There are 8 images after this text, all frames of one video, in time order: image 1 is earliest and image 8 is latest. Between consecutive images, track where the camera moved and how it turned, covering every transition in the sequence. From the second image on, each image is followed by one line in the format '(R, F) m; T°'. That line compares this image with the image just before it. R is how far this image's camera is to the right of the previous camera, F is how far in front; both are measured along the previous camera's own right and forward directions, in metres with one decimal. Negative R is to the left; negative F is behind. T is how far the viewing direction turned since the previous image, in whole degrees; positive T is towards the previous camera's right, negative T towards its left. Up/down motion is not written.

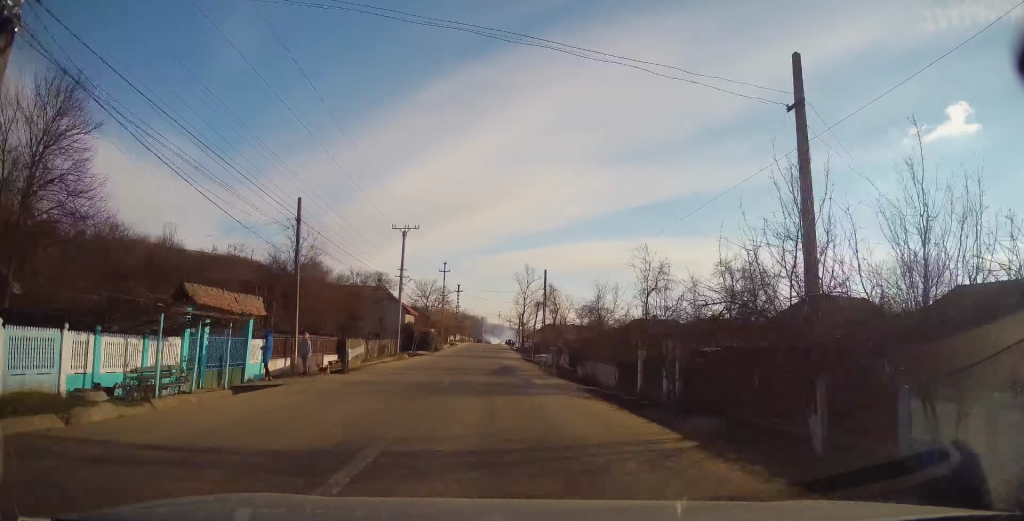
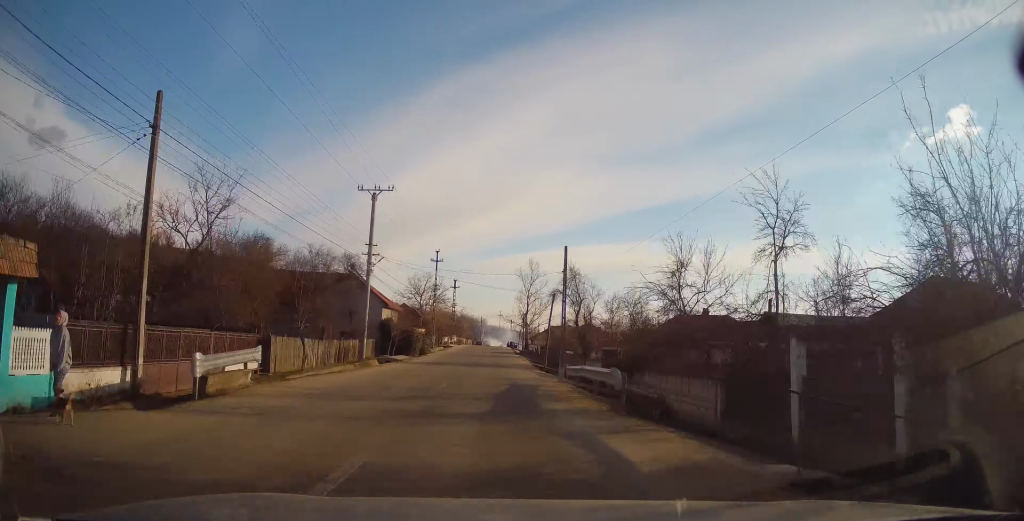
(-0.2, +12.1) m; +1°
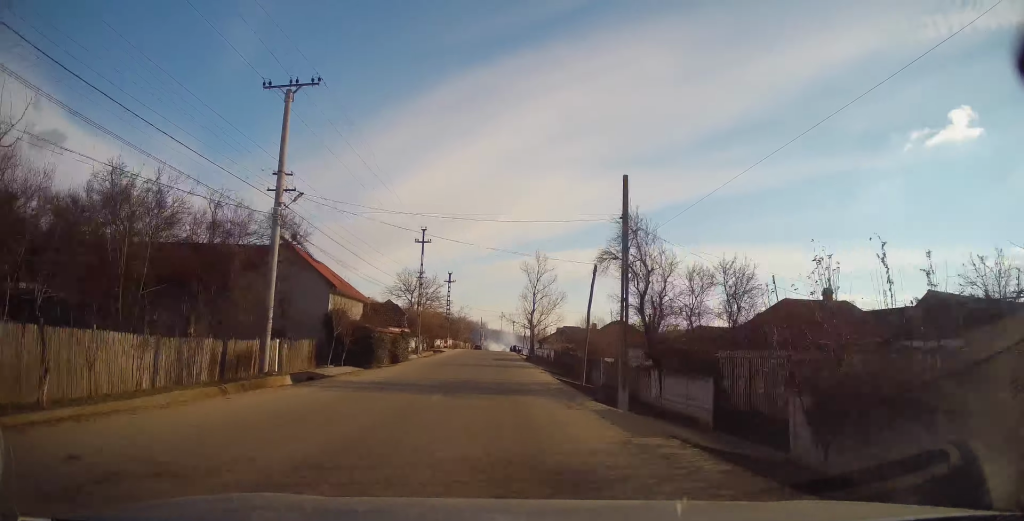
(+0.3, +14.7) m; +1°
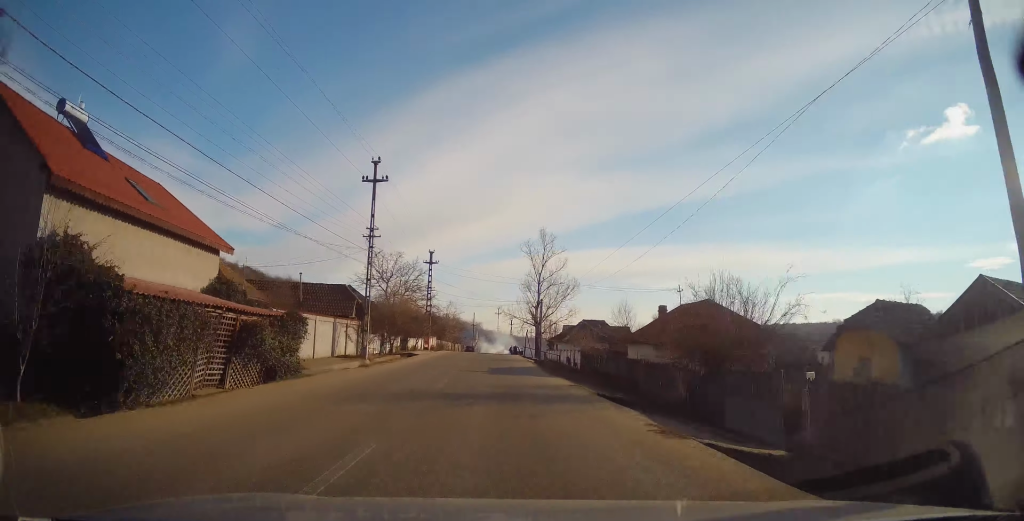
(0.0, +20.2) m; 0°
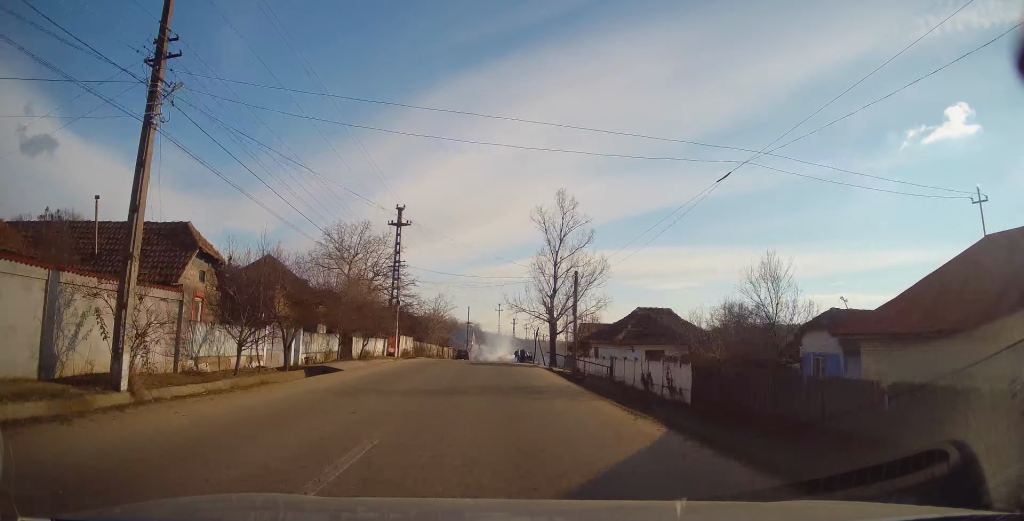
(+0.1, +21.6) m; 0°
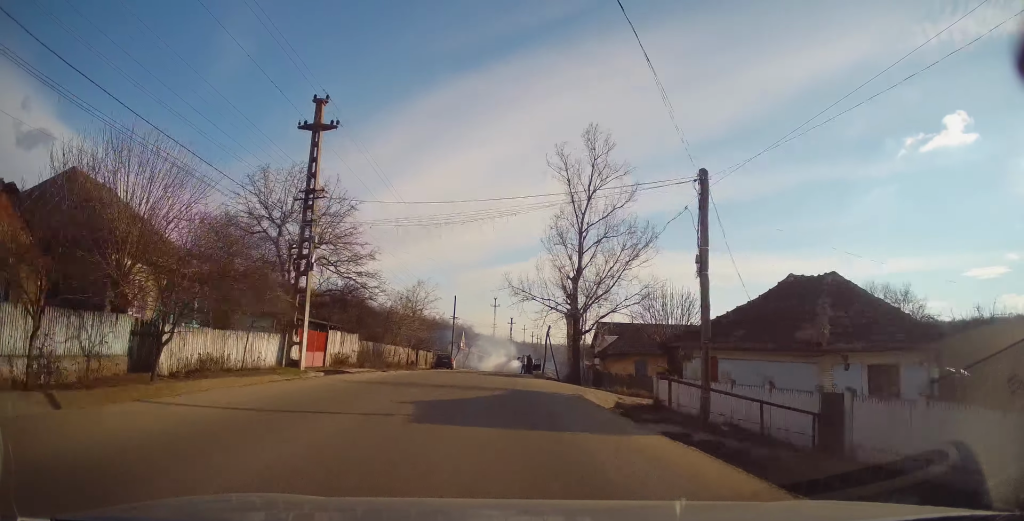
(-0.3, +19.6) m; 0°
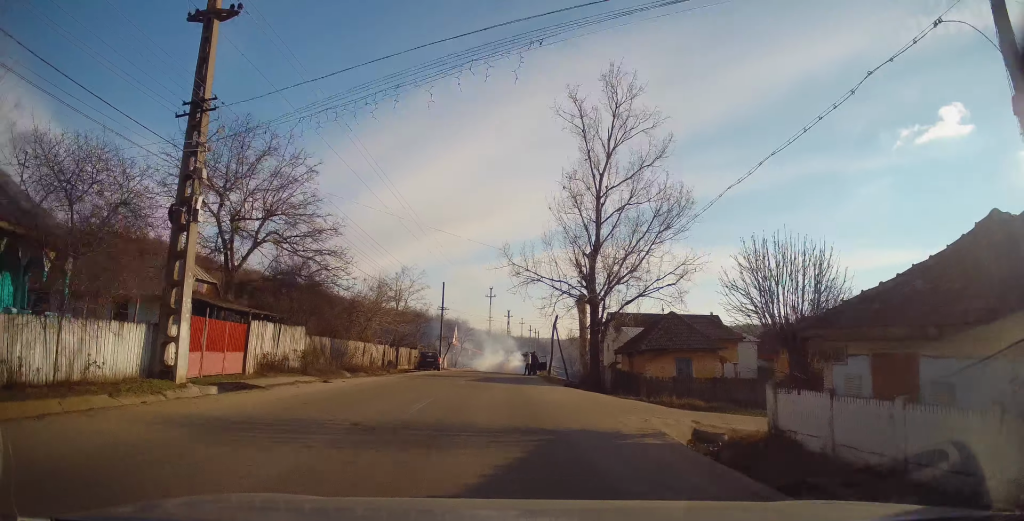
(+0.1, +8.6) m; +1°
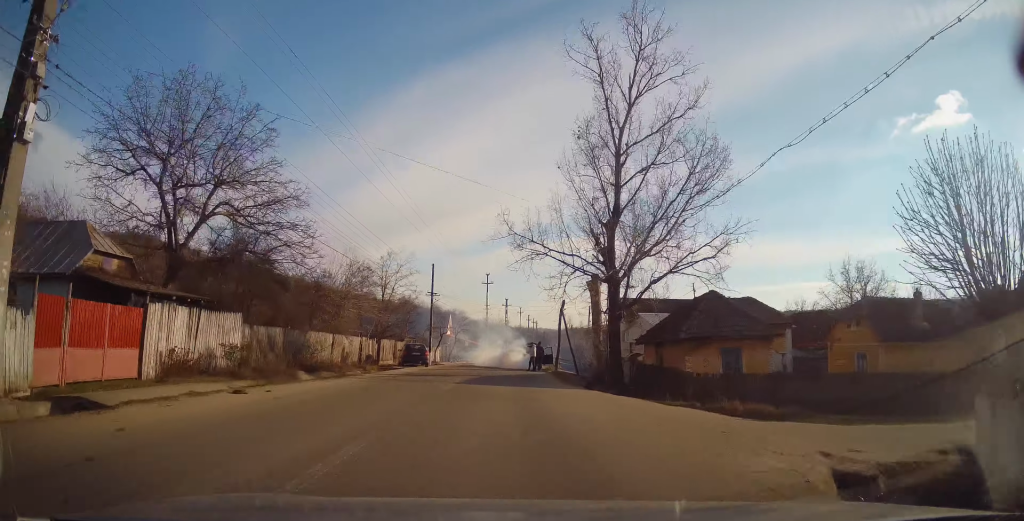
(0.0, +6.5) m; +1°
